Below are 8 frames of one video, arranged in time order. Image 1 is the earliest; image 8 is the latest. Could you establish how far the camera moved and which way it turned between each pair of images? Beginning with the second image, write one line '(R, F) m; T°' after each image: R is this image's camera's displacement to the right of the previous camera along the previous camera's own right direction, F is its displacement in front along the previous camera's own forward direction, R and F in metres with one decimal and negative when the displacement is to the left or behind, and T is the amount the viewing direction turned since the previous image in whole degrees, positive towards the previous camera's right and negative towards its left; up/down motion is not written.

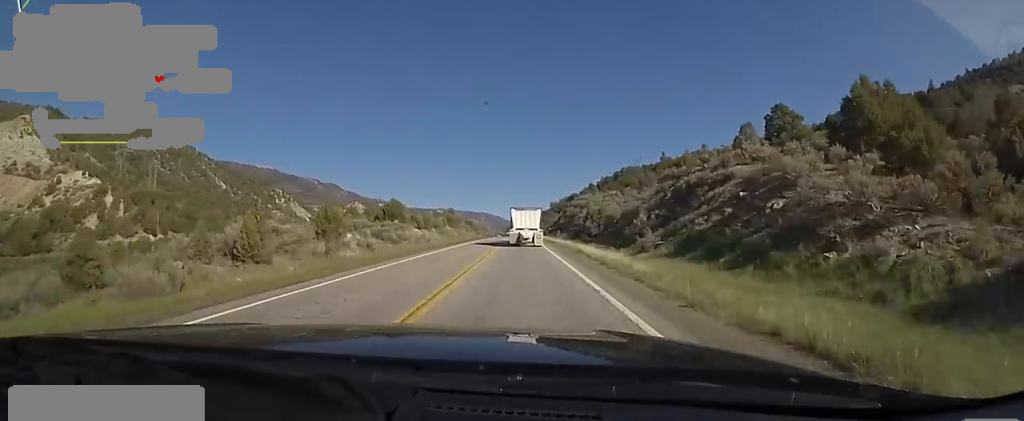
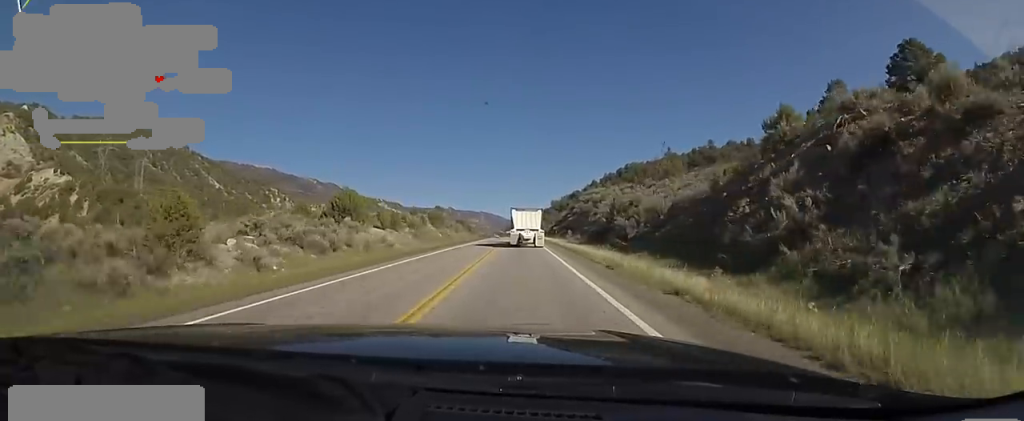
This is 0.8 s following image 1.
(+0.6, +17.1) m; 0°
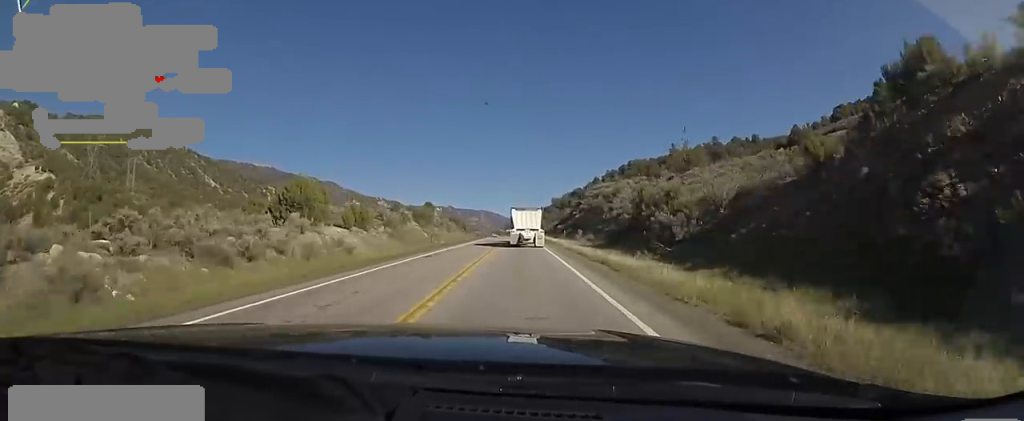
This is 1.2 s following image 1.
(+0.3, +10.4) m; 0°
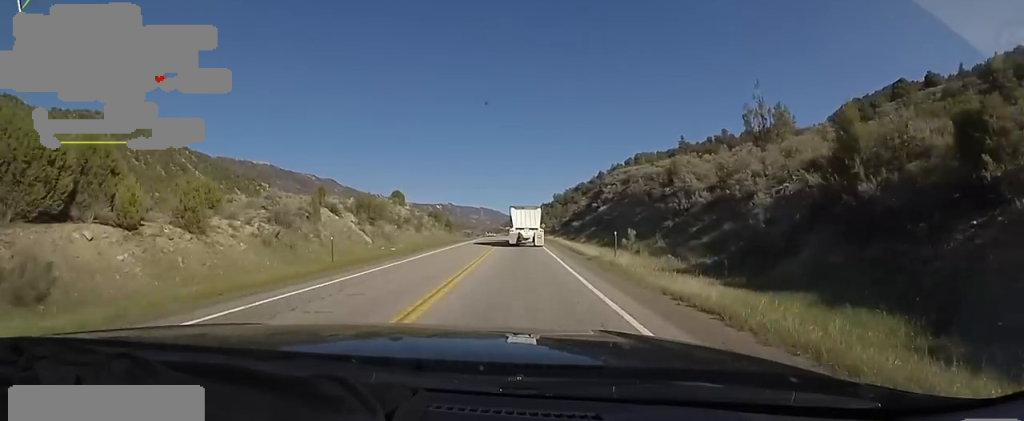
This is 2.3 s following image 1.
(-0.9, +22.8) m; -2°
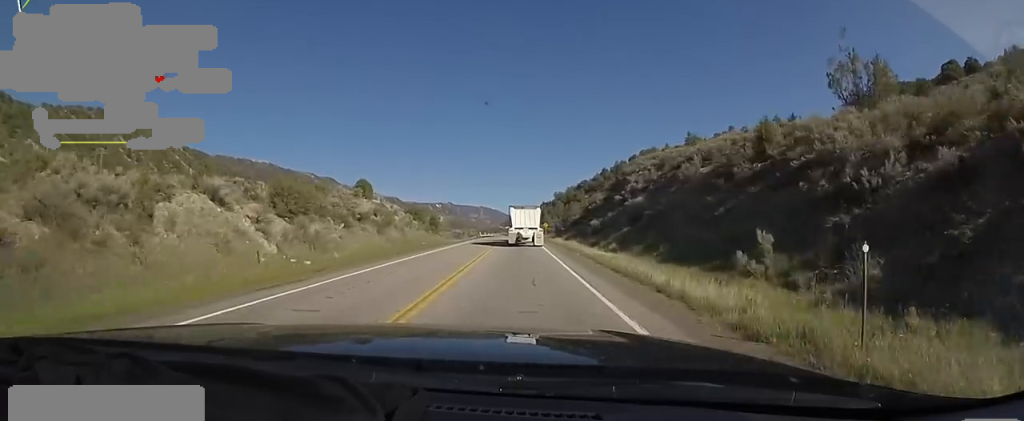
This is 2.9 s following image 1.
(0.0, +14.8) m; 0°
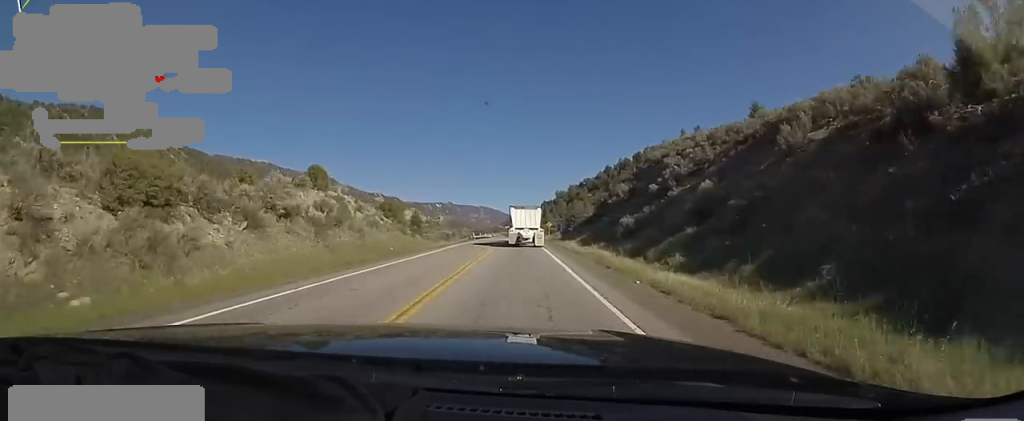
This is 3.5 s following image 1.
(0.0, +12.7) m; 0°
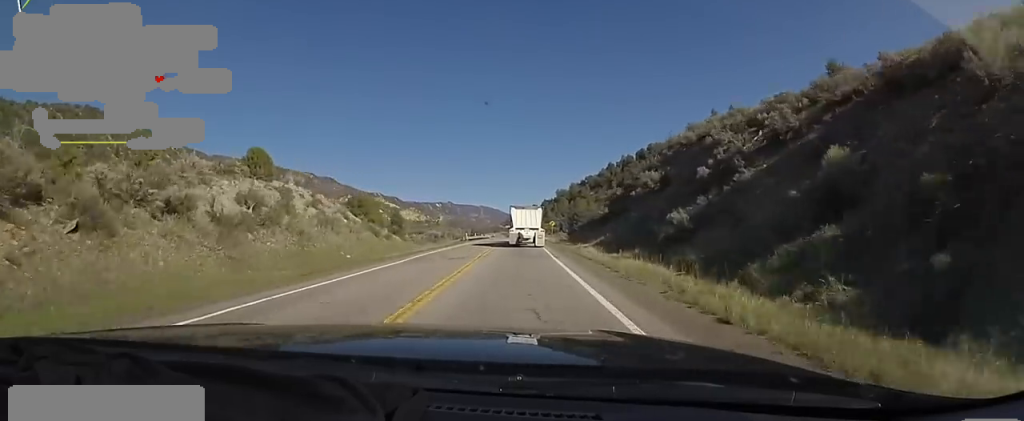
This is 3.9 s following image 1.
(+0.1, +9.8) m; 0°
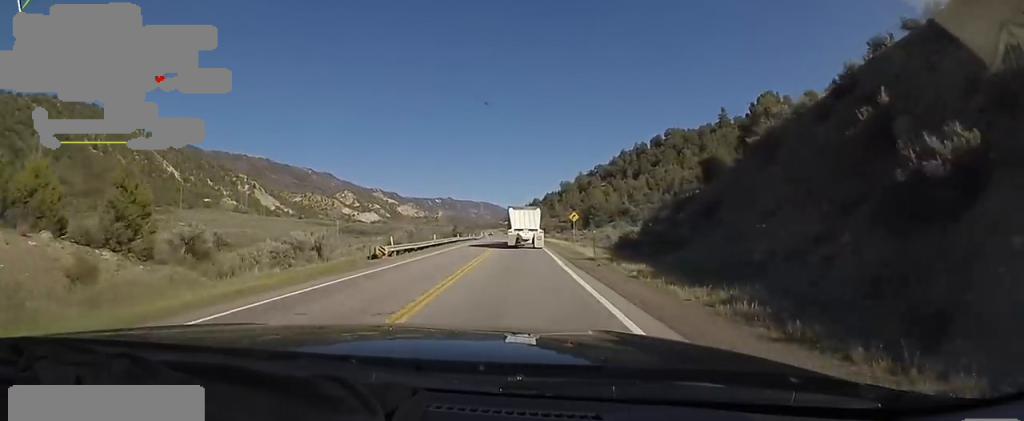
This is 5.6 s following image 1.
(+0.8, +38.2) m; +2°
